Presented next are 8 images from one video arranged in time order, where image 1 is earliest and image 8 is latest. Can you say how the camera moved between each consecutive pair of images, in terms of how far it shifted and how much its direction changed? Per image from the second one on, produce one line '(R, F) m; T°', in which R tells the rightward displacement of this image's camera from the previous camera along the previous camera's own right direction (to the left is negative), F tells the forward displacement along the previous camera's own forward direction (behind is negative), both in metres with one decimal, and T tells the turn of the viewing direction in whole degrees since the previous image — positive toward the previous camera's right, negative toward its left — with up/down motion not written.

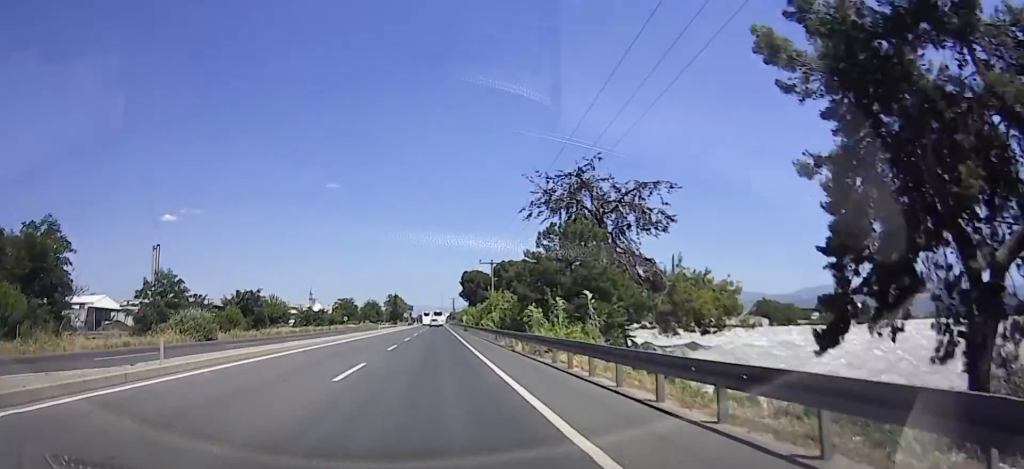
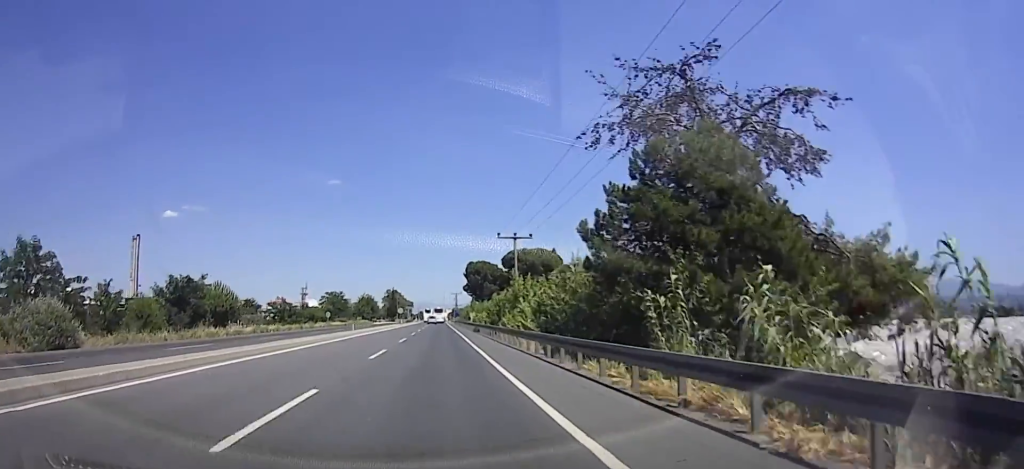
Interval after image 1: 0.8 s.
(-0.8, +17.6) m; -3°
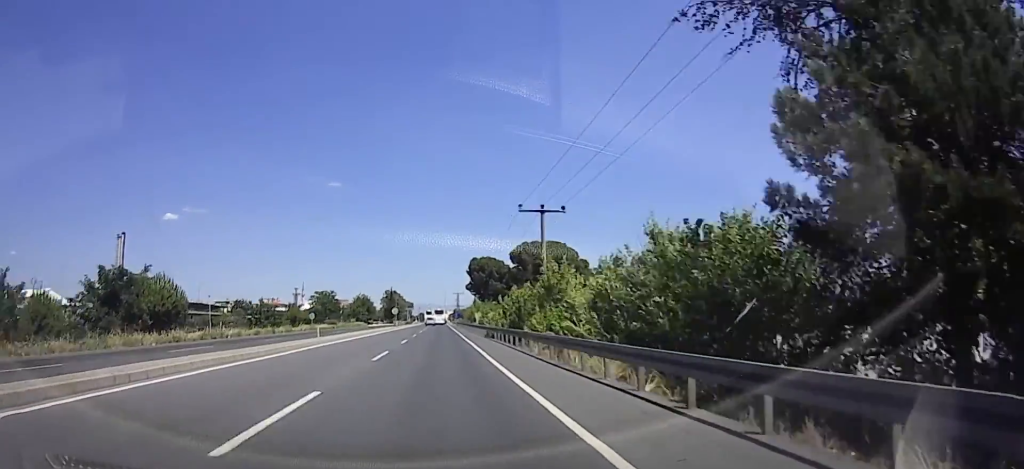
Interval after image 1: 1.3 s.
(0.0, +11.6) m; 0°
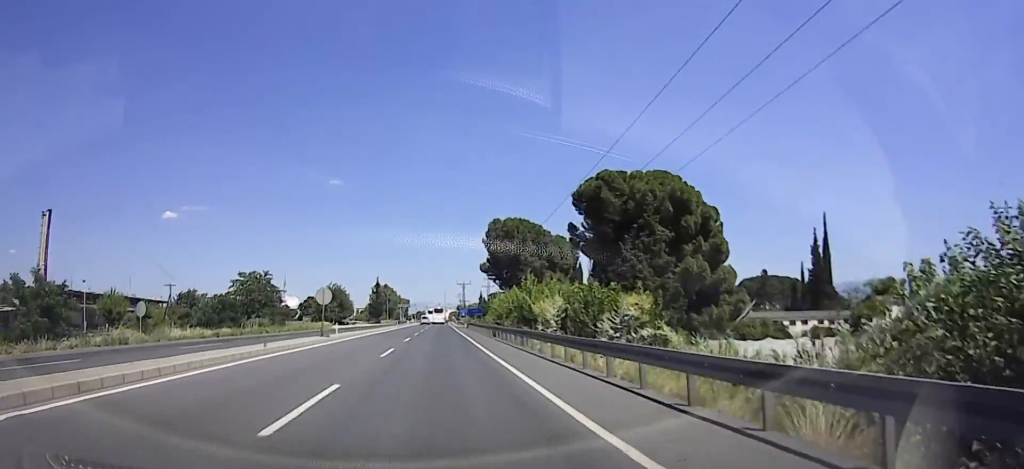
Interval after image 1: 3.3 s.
(0.0, +46.1) m; 0°
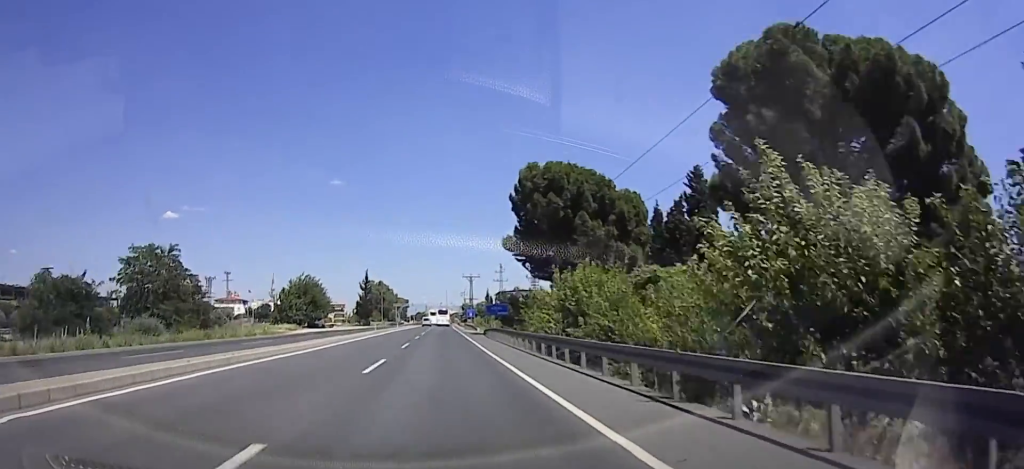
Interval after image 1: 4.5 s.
(0.0, +28.3) m; 0°
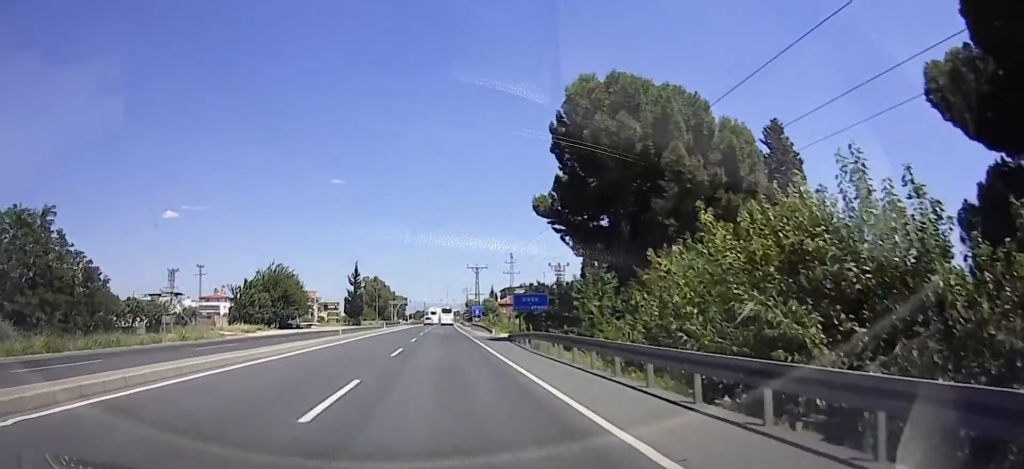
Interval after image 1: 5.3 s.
(0.0, +18.3) m; 0°
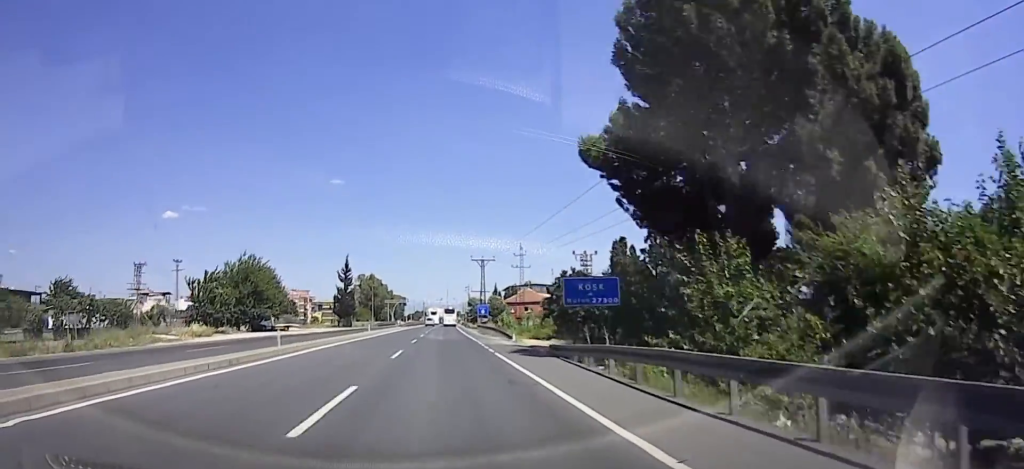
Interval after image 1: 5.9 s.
(0.0, +13.0) m; 0°
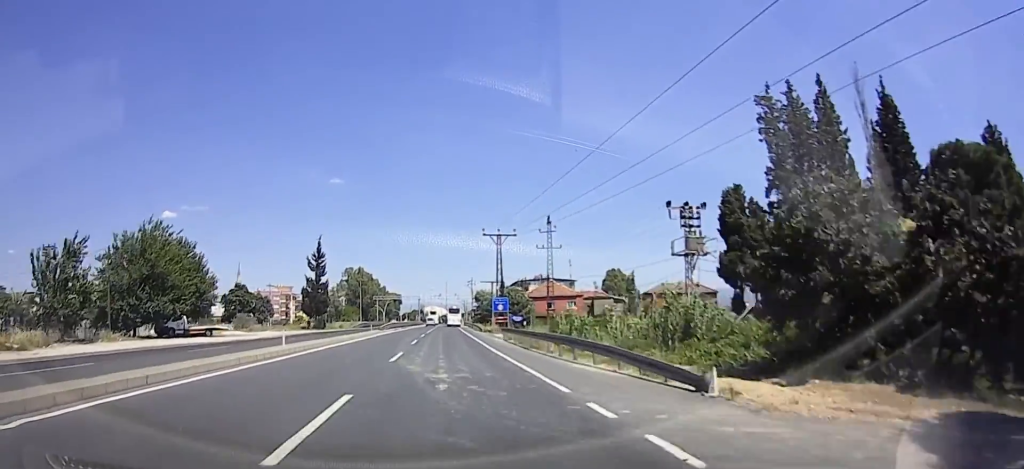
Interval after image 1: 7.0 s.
(0.0, +25.9) m; 0°
